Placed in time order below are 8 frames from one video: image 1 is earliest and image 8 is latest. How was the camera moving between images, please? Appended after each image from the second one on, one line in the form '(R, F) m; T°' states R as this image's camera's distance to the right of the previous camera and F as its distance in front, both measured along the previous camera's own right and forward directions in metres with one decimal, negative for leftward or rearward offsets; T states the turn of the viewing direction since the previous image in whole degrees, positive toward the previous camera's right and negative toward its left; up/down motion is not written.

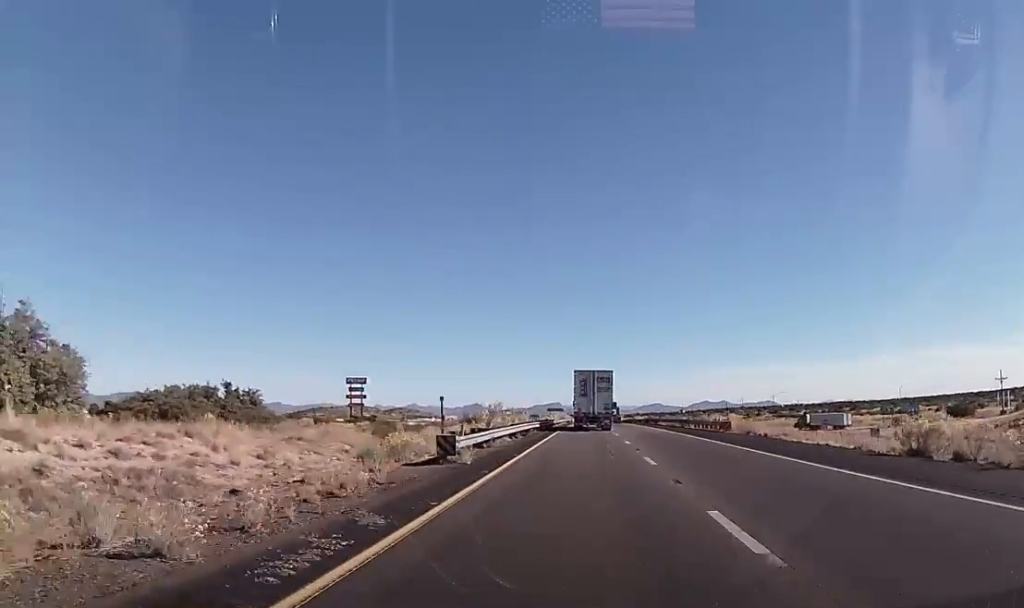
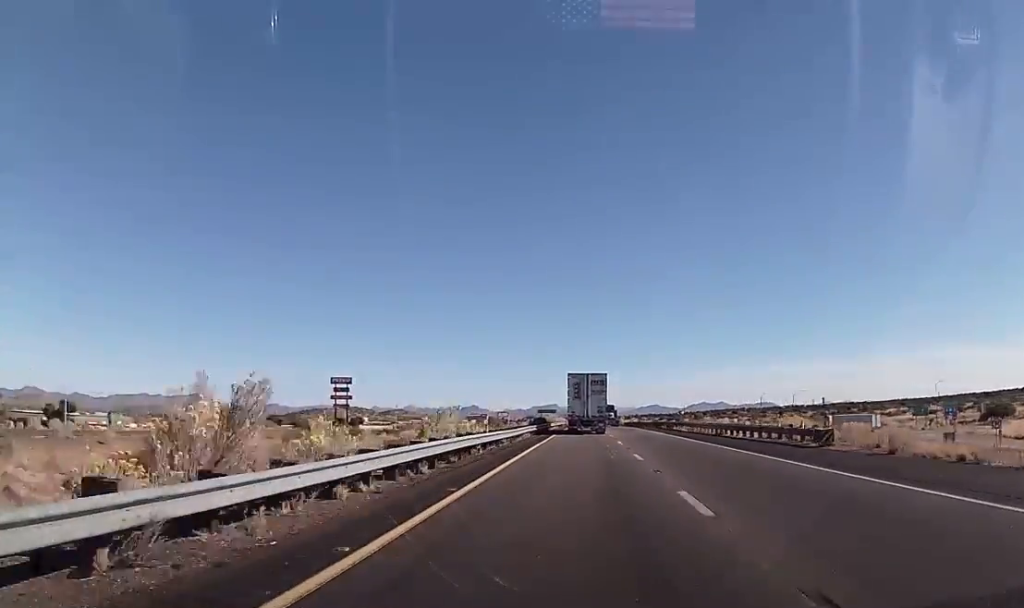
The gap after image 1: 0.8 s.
(-0.4, +22.1) m; 0°
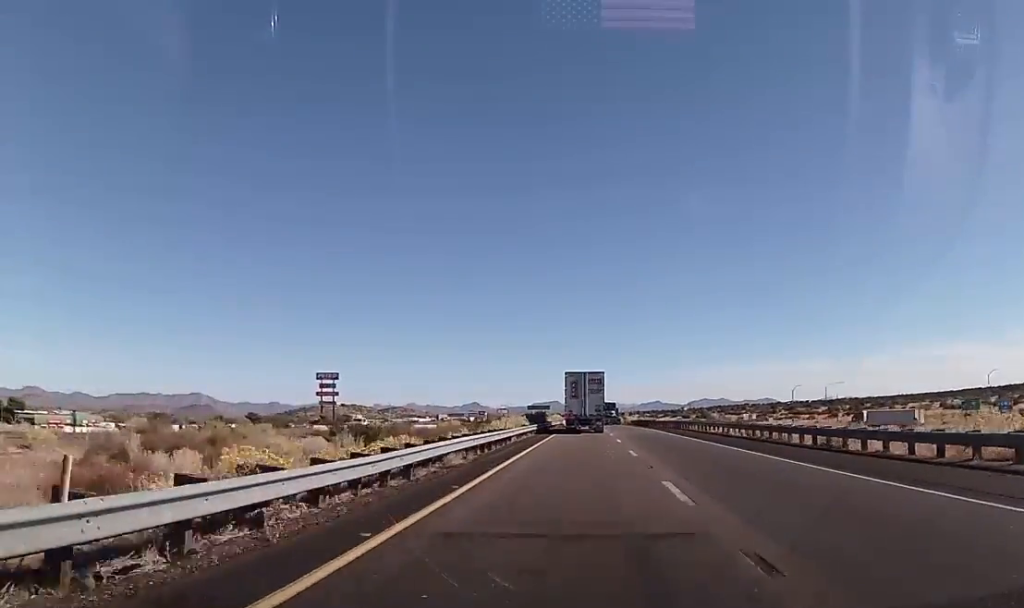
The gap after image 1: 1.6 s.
(+0.1, +23.7) m; 0°
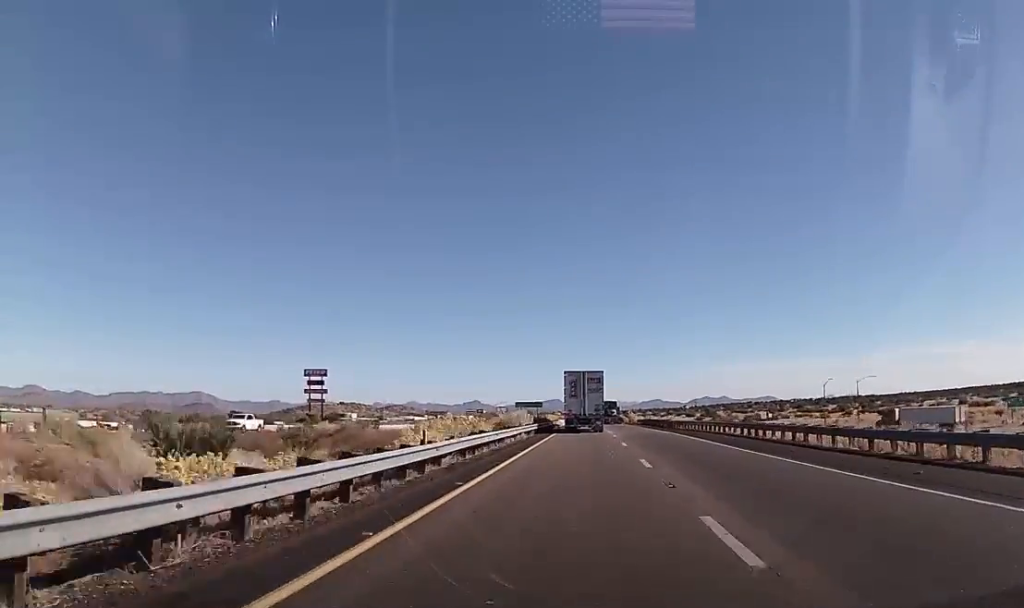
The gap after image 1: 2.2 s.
(+0.1, +17.8) m; 0°
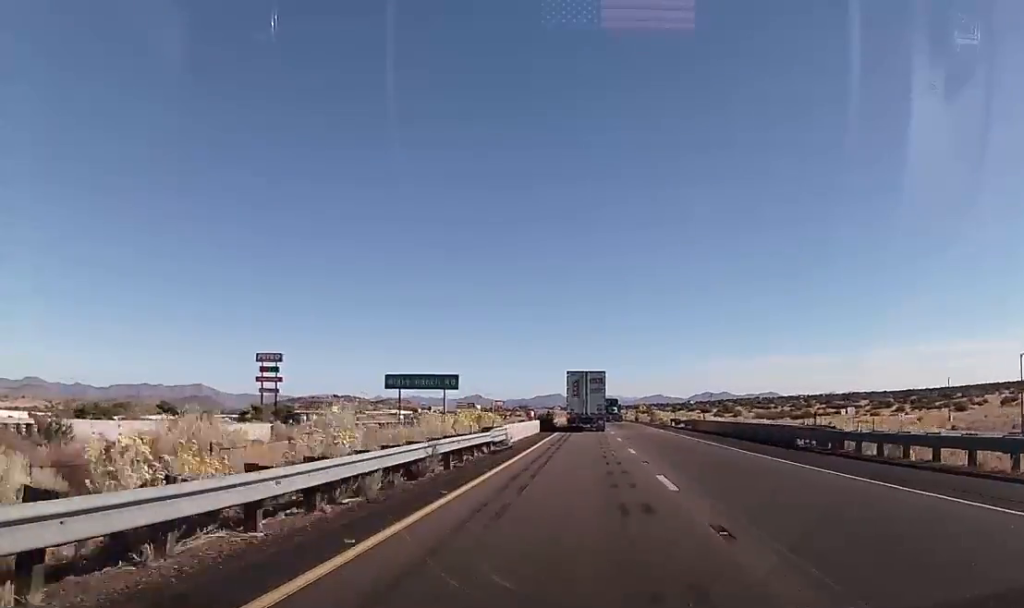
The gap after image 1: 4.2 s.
(+0.2, +55.3) m; +1°
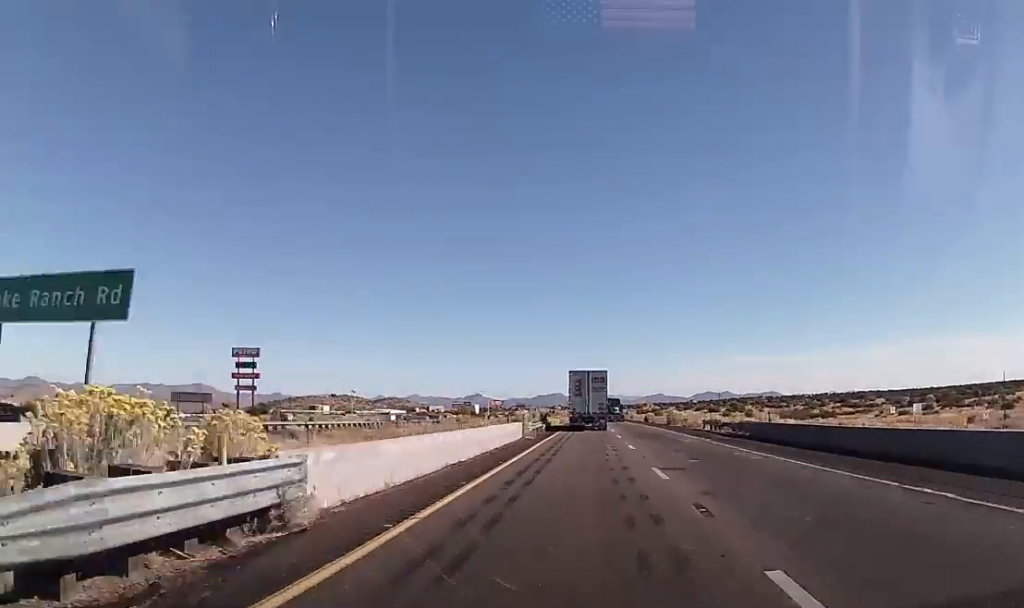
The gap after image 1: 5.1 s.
(+0.1, +22.7) m; 0°
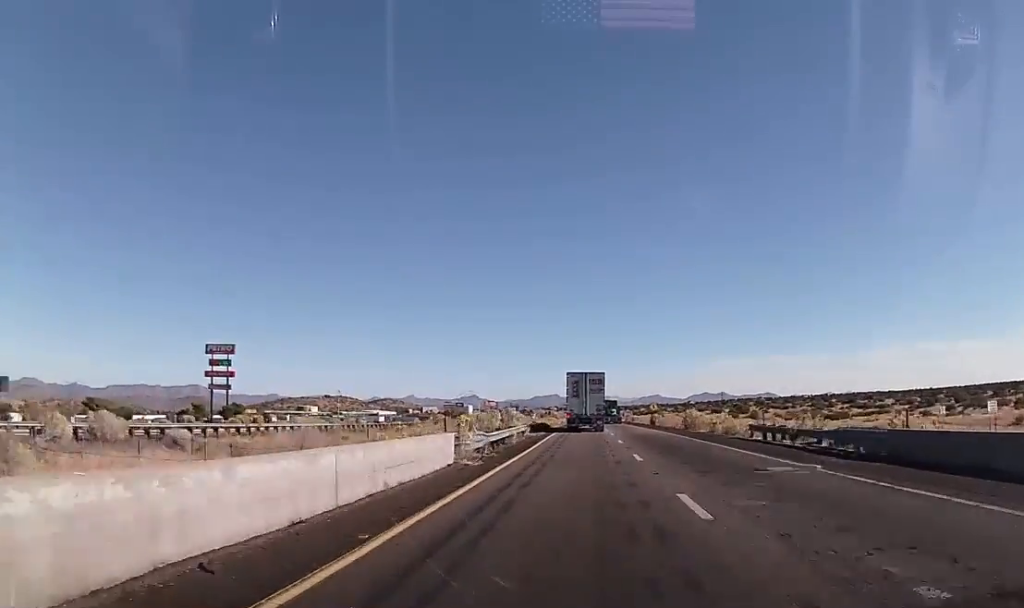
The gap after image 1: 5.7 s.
(0.0, +18.2) m; 0°
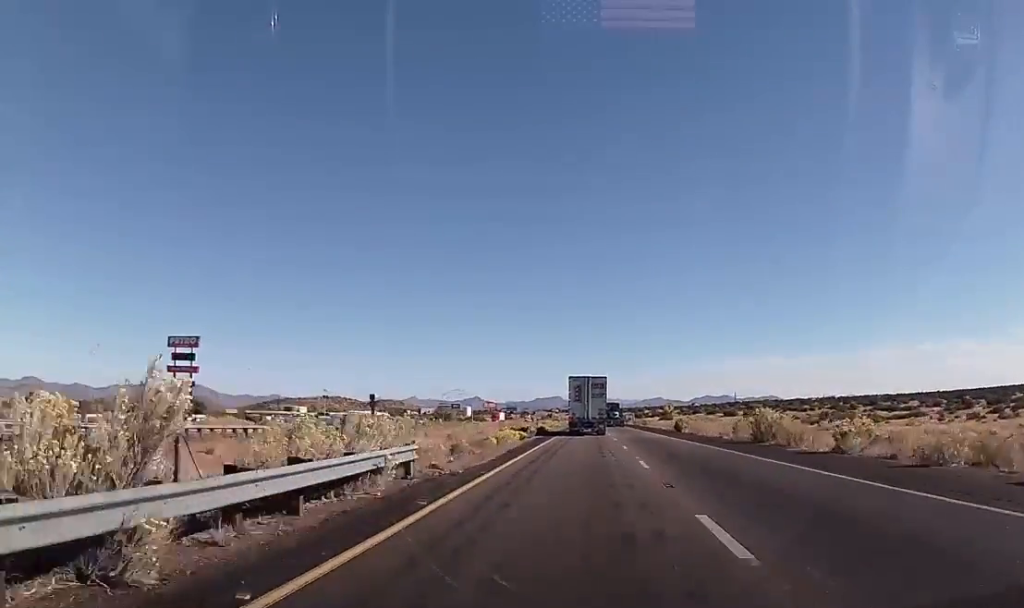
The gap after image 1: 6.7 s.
(-0.2, +27.3) m; -1°
